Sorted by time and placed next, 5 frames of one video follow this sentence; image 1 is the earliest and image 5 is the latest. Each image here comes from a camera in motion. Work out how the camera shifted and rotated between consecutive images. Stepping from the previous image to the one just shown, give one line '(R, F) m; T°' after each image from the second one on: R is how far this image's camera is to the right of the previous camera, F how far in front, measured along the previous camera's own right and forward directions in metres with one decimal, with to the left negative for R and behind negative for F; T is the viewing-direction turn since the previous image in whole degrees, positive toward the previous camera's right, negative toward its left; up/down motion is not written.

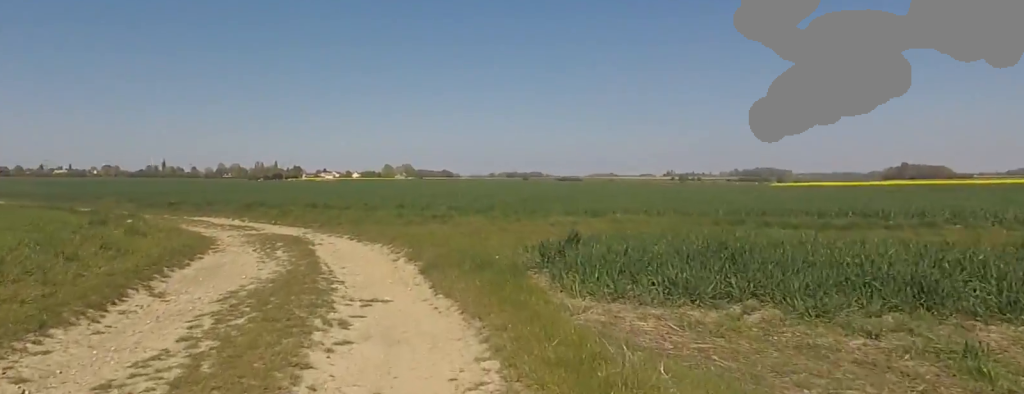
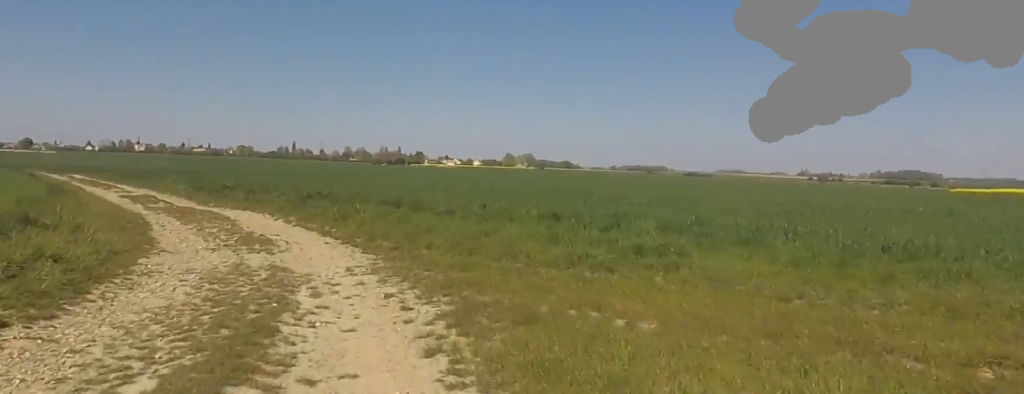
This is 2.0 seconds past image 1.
(-0.6, +11.7) m; -12°
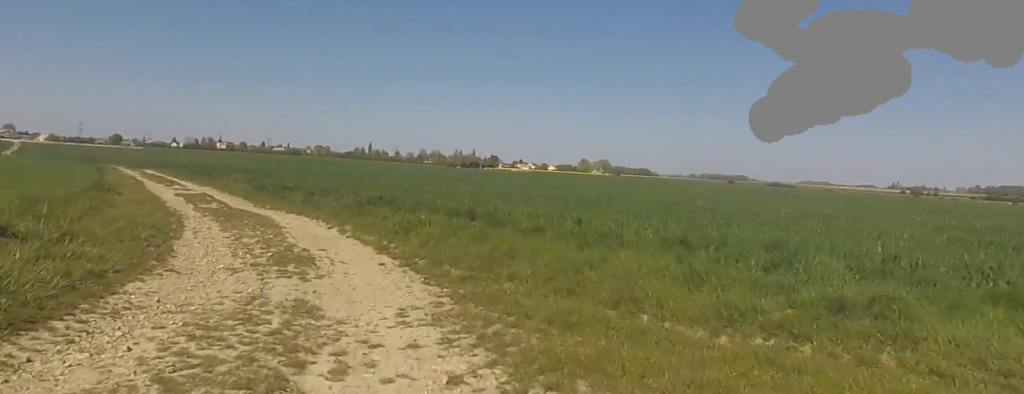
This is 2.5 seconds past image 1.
(-0.1, +3.0) m; -5°
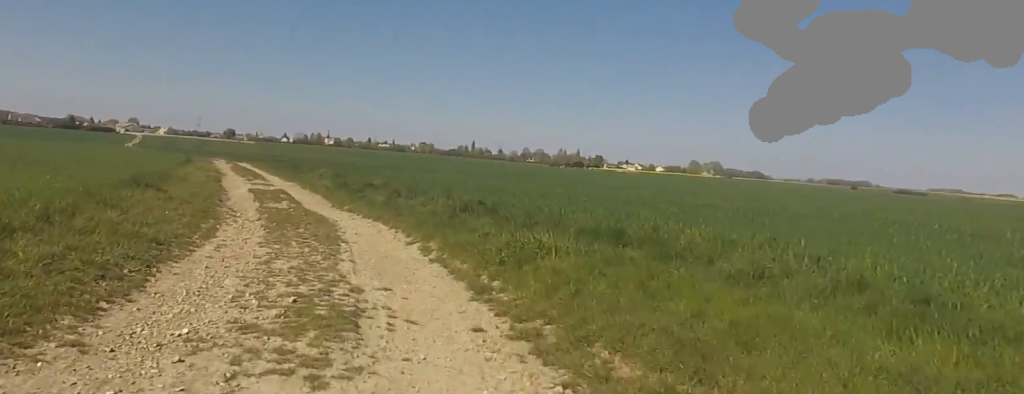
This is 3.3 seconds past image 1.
(-0.4, +5.2) m; -8°
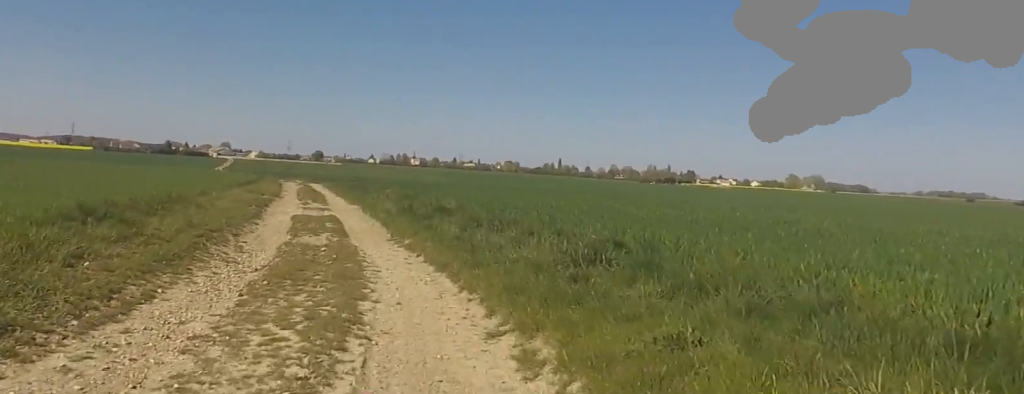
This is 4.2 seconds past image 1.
(-0.4, +6.8) m; -3°
